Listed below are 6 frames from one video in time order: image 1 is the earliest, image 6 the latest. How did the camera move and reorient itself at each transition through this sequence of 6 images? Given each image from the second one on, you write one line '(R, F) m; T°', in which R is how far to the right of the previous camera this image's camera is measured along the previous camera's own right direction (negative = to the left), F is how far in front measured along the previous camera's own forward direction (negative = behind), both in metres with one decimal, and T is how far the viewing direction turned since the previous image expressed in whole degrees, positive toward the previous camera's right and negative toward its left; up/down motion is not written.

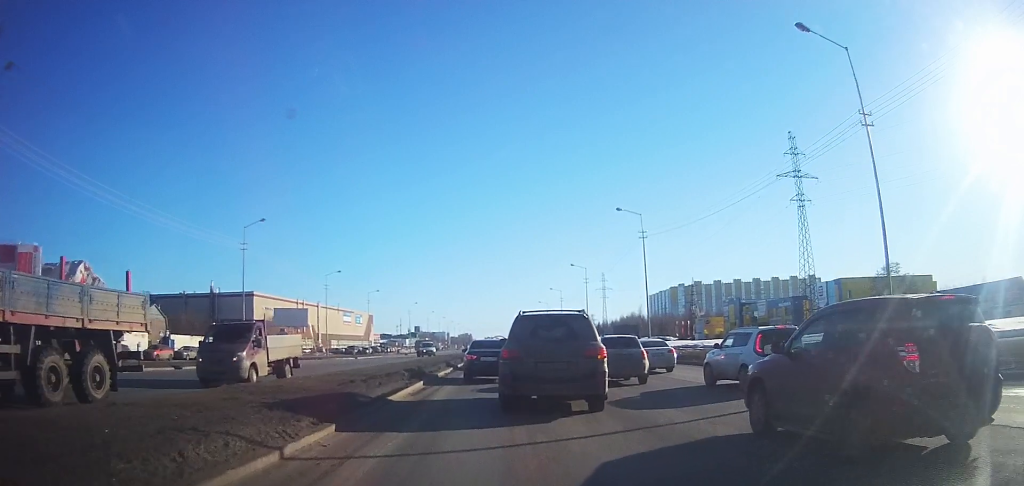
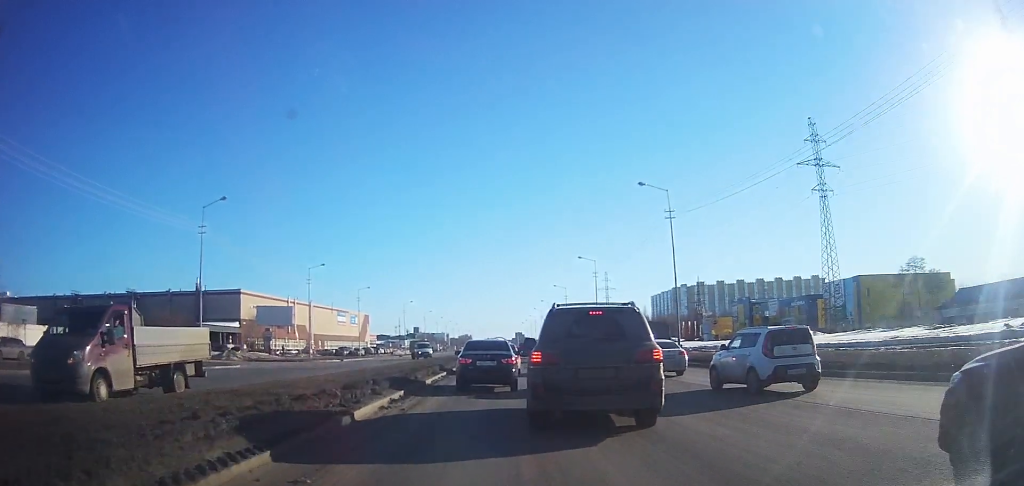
(+0.1, +8.0) m; 0°
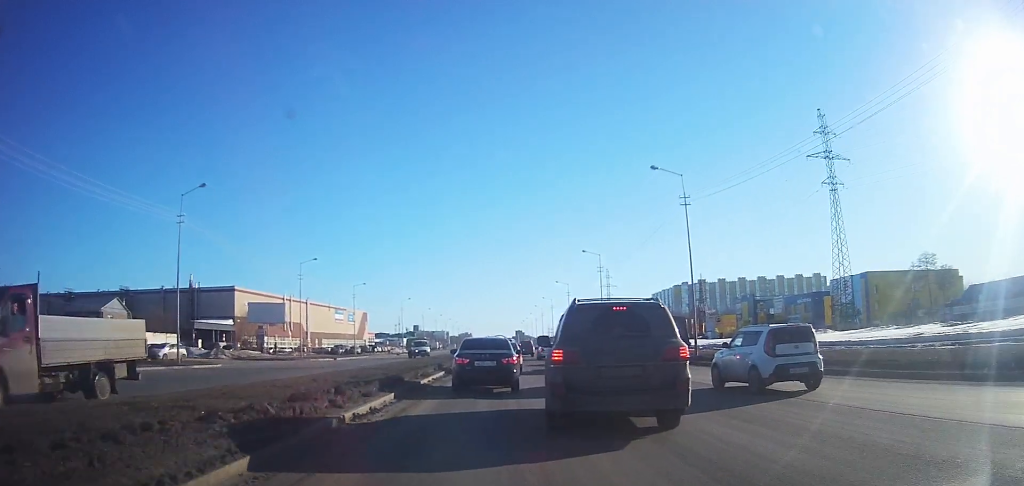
(0.0, +3.3) m; 0°
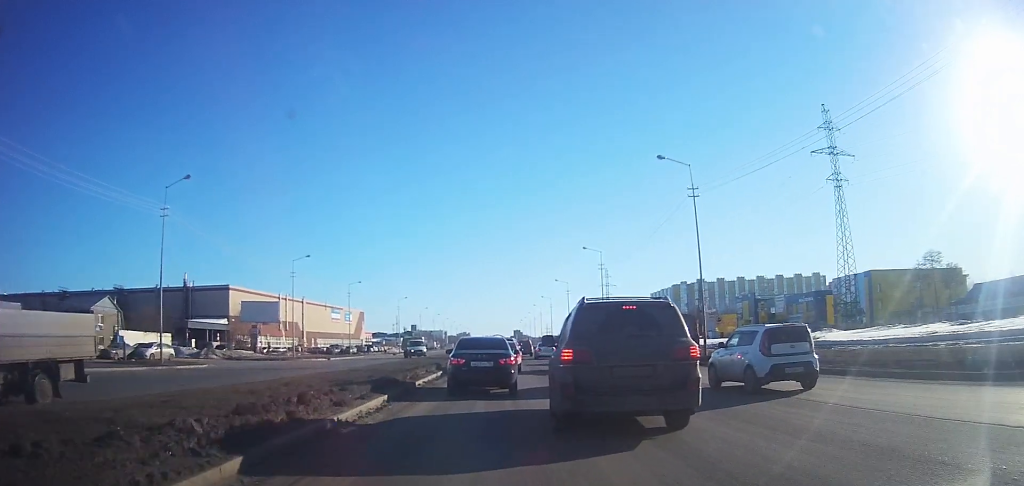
(0.0, +2.0) m; 0°
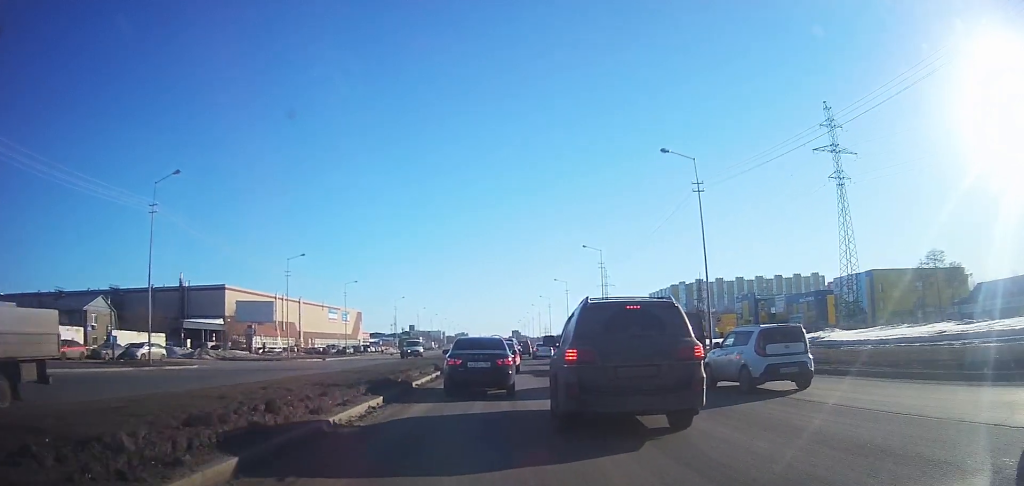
(0.0, +1.3) m; 0°
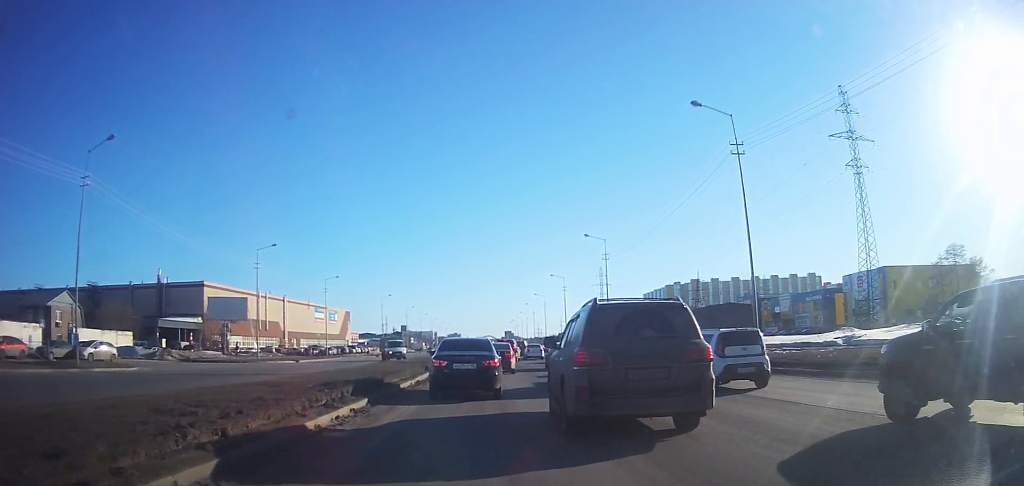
(+0.1, +7.3) m; +1°
